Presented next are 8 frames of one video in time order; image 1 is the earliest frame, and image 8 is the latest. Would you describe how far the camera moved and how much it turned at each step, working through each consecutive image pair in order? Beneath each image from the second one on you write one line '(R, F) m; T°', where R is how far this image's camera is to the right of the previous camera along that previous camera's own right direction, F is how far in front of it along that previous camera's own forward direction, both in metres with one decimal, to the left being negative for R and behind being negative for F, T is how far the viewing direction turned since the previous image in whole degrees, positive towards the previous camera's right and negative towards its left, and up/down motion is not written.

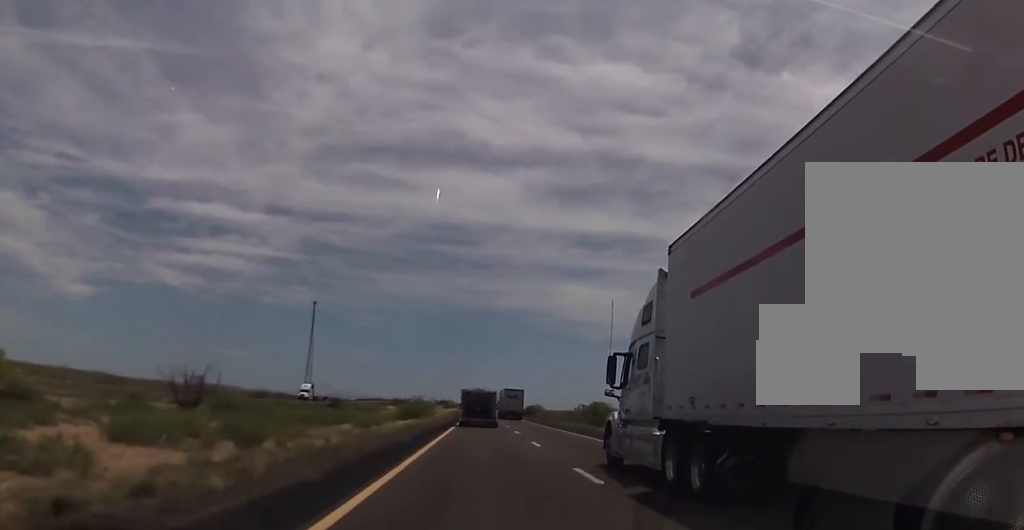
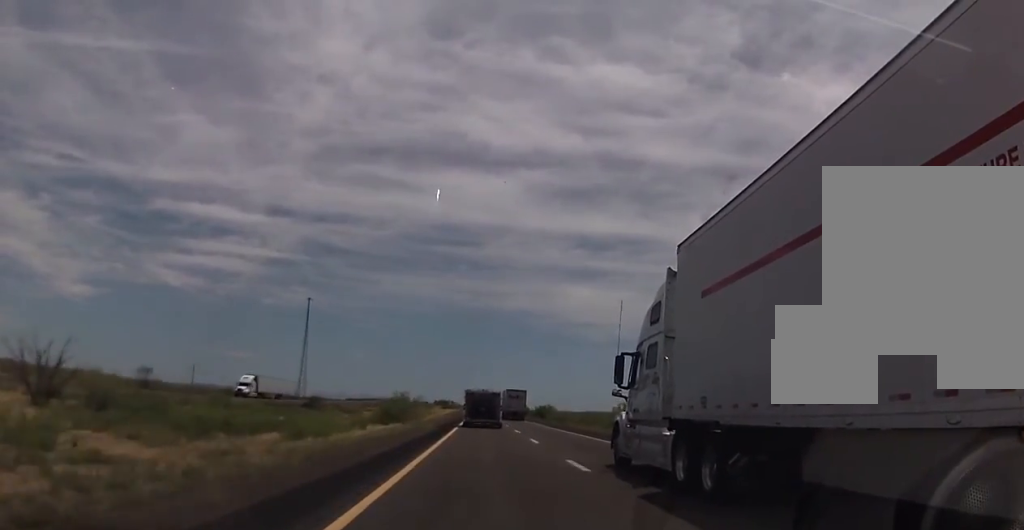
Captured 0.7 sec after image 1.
(-0.1, +22.2) m; 0°
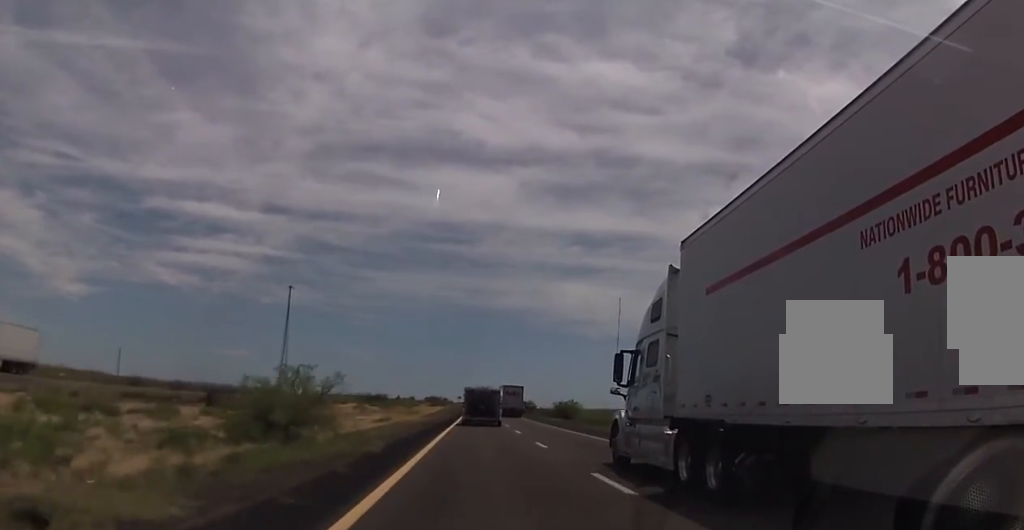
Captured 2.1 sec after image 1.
(-0.3, +46.0) m; 0°
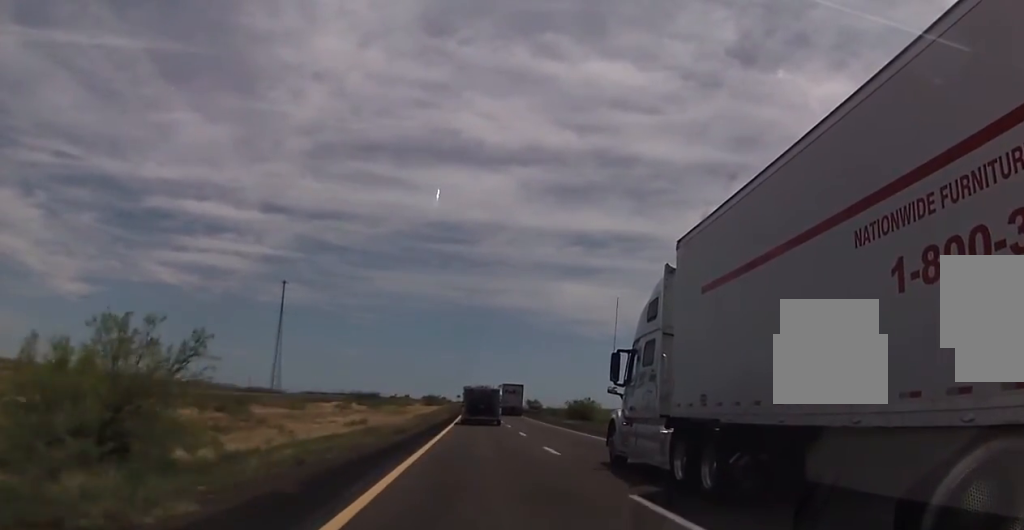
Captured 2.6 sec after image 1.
(+0.1, +17.4) m; 0°
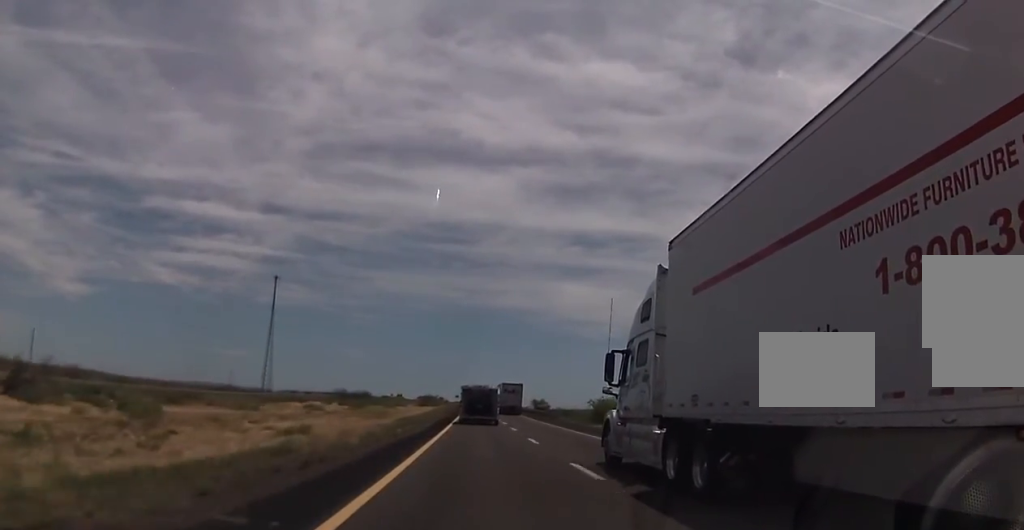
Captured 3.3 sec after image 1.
(+0.1, +20.4) m; 0°
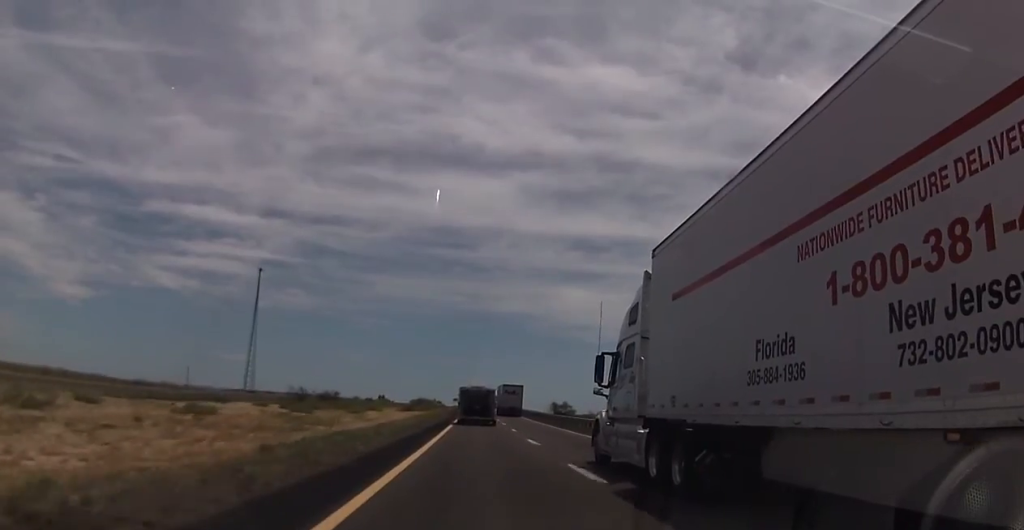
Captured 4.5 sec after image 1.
(-0.2, +39.0) m; 0°
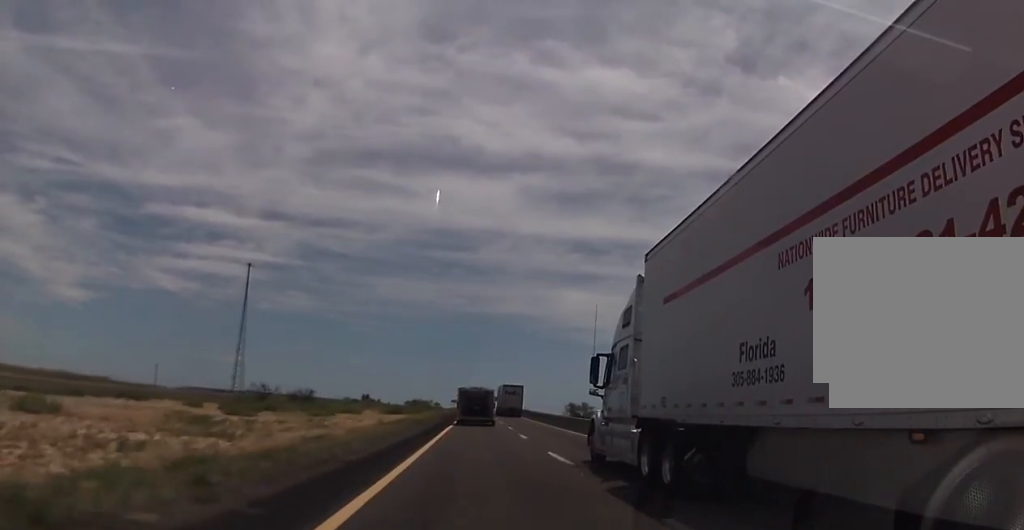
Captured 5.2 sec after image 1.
(+0.2, +21.0) m; +1°
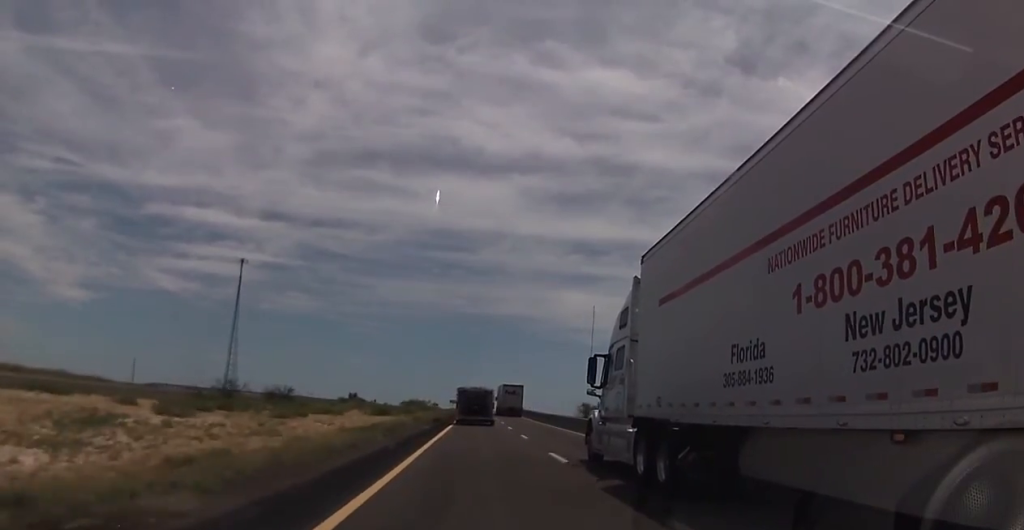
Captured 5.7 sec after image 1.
(0.0, +12.8) m; 0°
